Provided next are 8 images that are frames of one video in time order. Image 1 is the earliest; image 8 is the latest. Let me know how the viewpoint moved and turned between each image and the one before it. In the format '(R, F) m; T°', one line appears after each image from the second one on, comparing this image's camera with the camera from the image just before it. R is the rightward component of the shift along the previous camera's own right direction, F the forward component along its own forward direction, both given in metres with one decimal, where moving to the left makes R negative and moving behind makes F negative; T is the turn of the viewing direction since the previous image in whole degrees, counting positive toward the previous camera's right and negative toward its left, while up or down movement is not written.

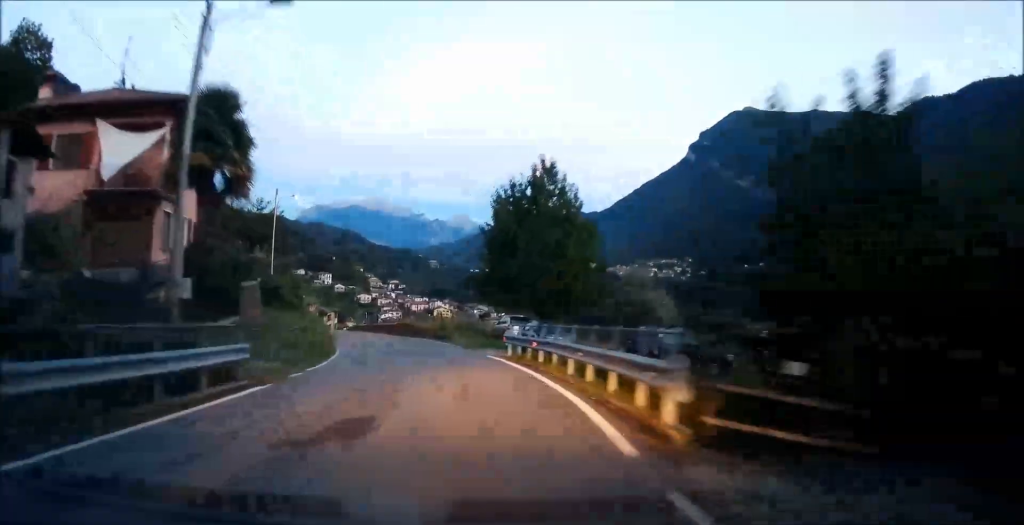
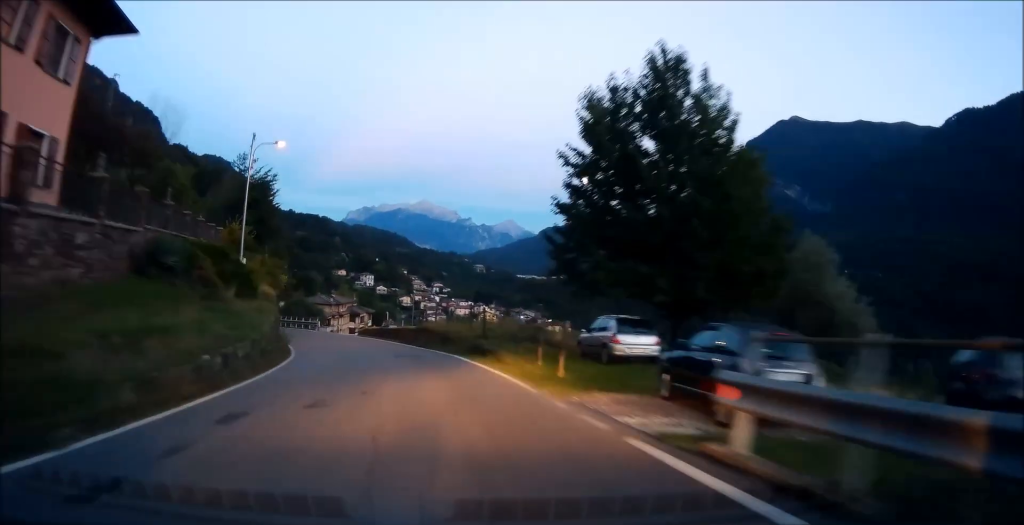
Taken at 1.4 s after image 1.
(-0.2, +16.6) m; -5°
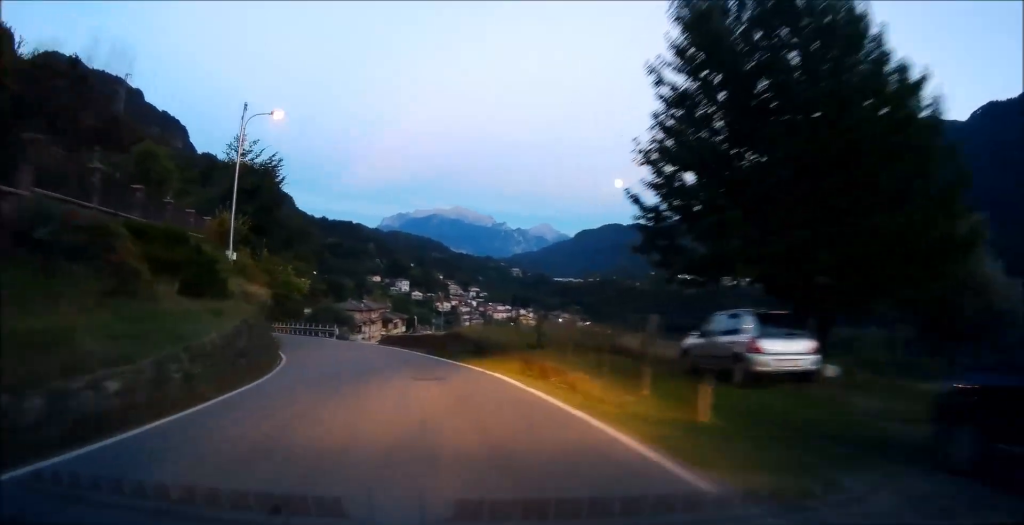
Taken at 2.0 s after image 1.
(-0.4, +7.0) m; -3°
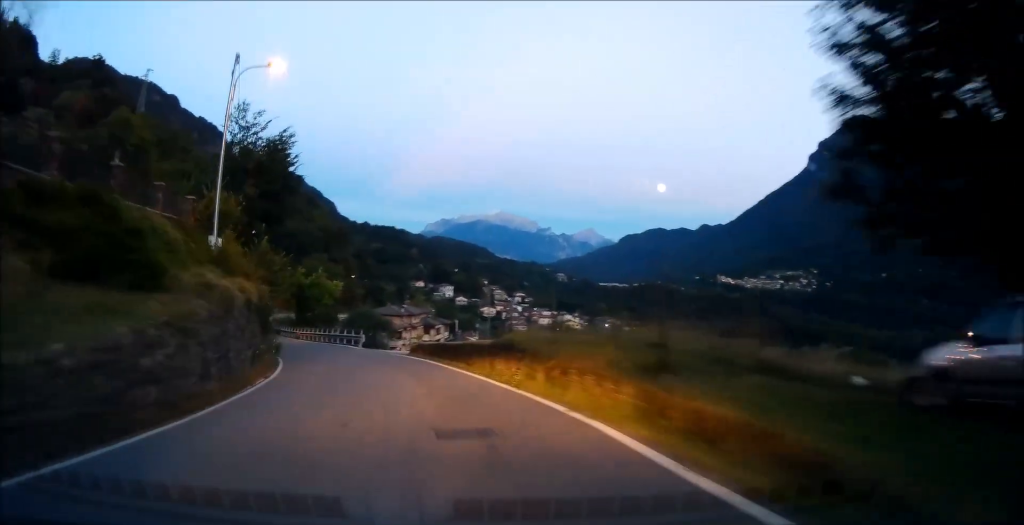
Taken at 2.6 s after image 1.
(0.0, +6.9) m; -4°
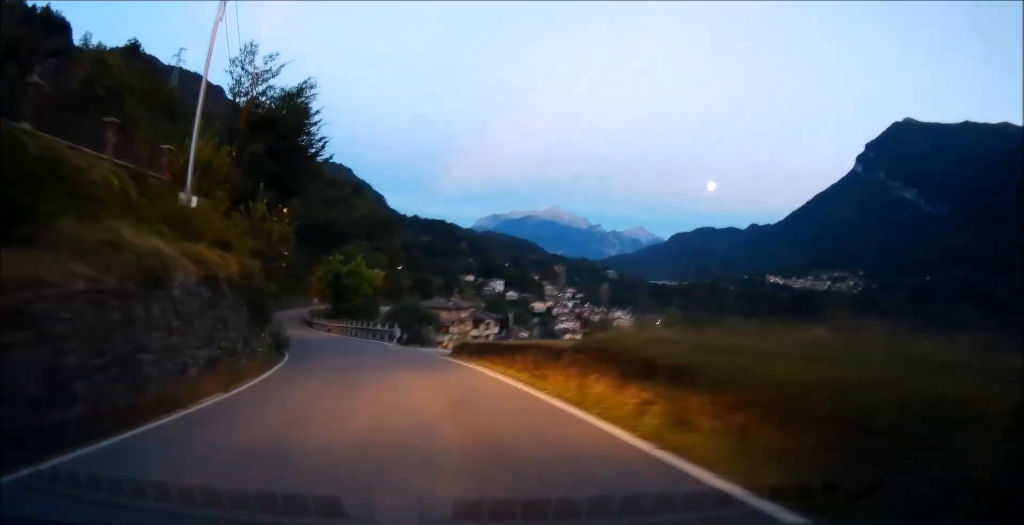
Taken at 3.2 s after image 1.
(+0.1, +6.6) m; -4°
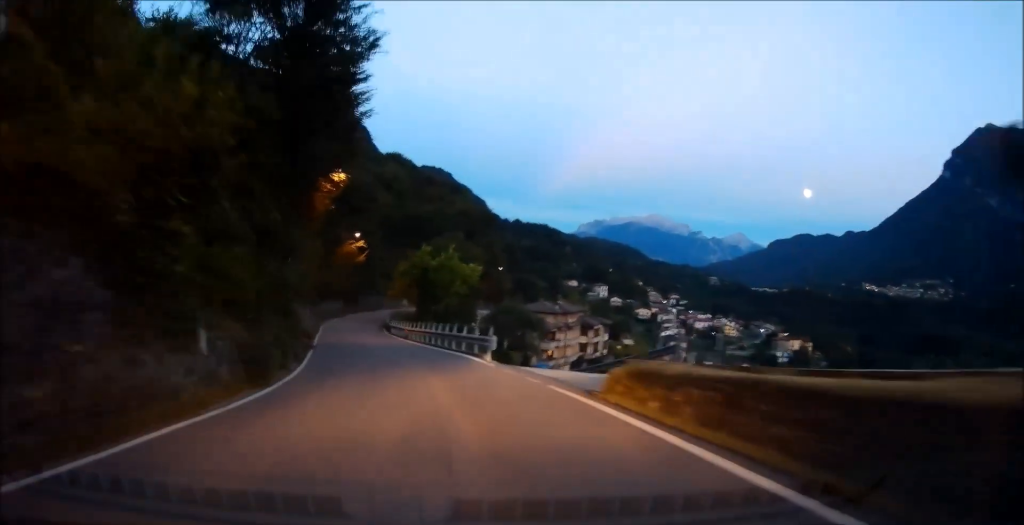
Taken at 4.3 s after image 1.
(-1.3, +12.3) m; -9°
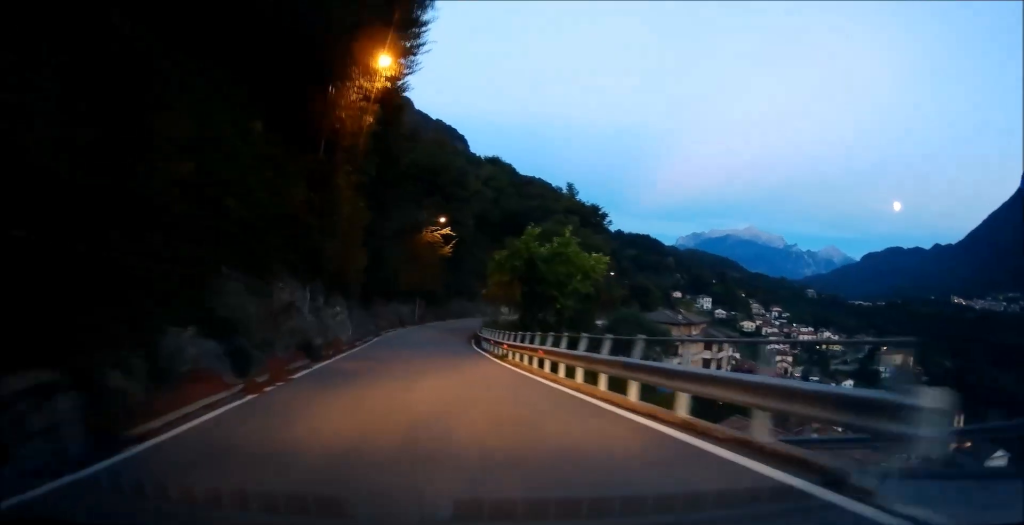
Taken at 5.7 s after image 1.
(-1.3, +16.8) m; -6°
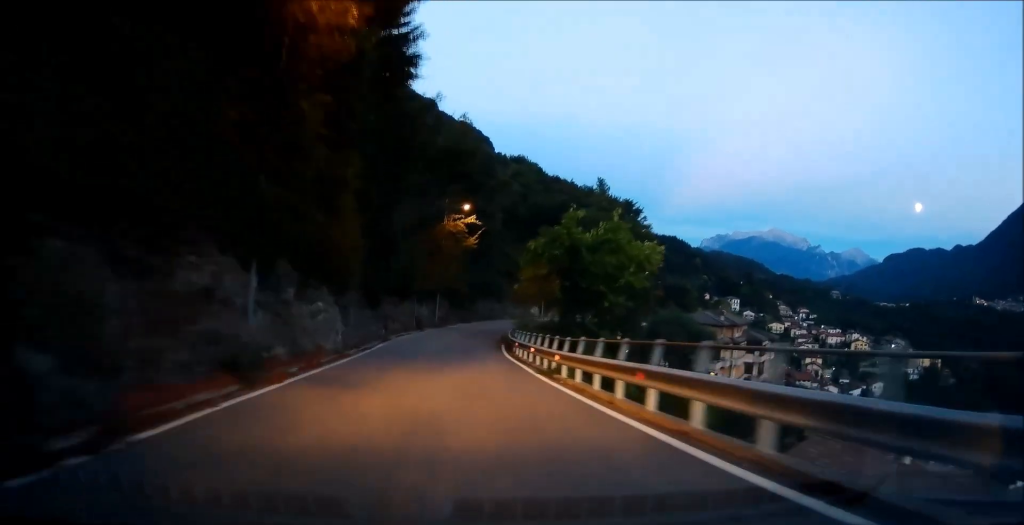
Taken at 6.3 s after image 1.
(-0.1, +7.2) m; -2°
